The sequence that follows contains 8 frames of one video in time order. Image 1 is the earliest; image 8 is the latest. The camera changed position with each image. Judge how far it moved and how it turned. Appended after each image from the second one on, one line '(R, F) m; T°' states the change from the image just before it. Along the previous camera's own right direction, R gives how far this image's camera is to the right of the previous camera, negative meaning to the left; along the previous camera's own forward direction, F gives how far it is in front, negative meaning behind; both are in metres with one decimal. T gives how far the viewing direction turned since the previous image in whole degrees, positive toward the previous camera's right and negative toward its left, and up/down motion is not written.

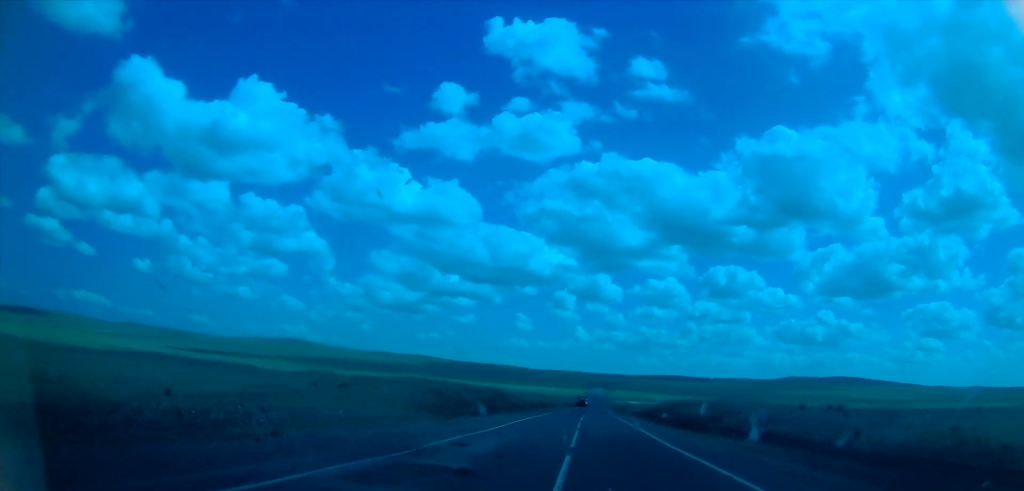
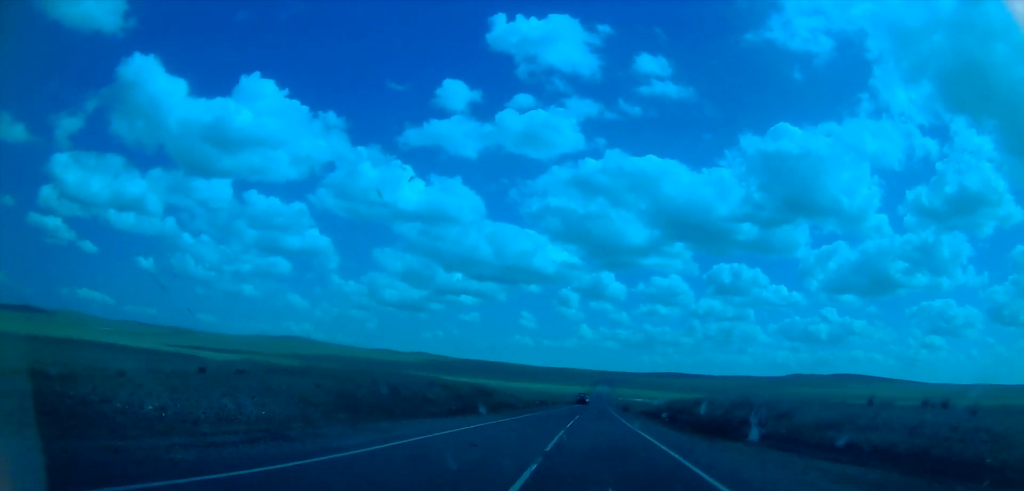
(+0.5, +13.2) m; -1°
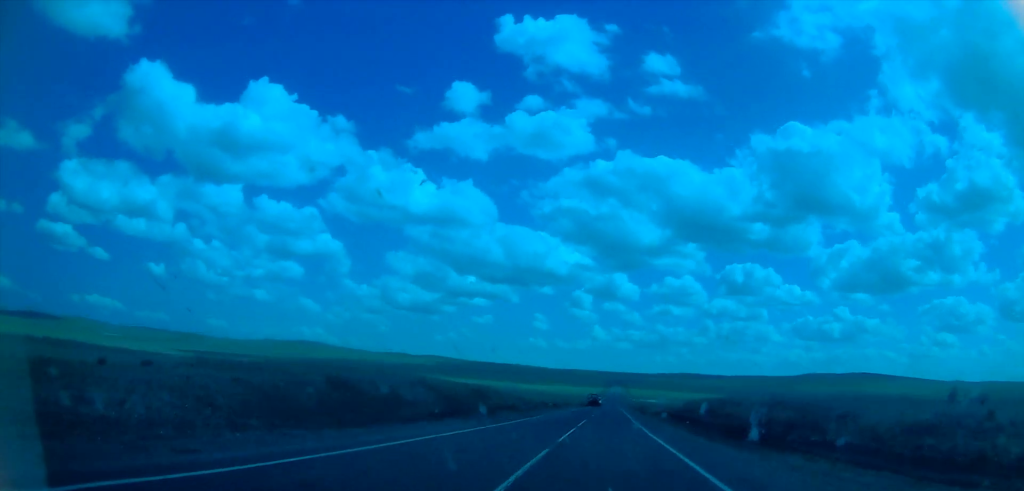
(-0.4, +8.3) m; -2°
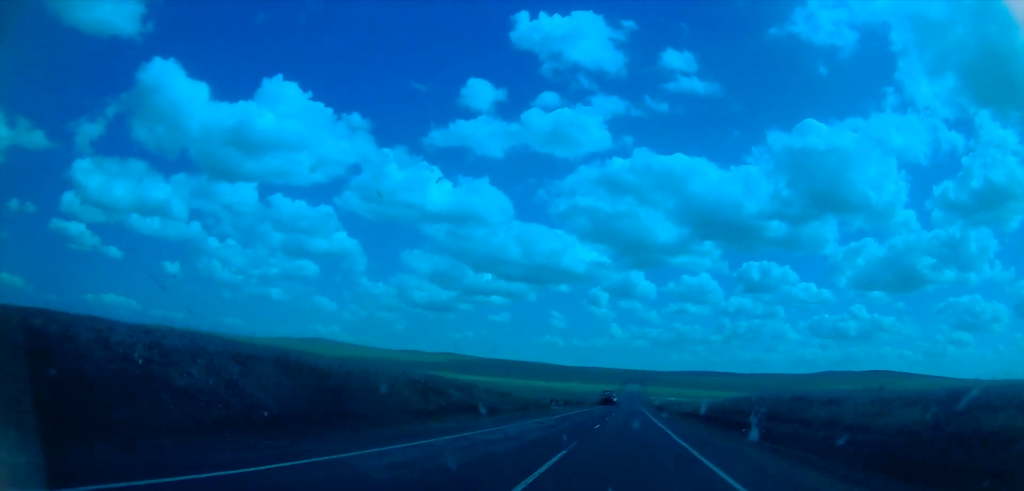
(-0.6, +23.0) m; 0°
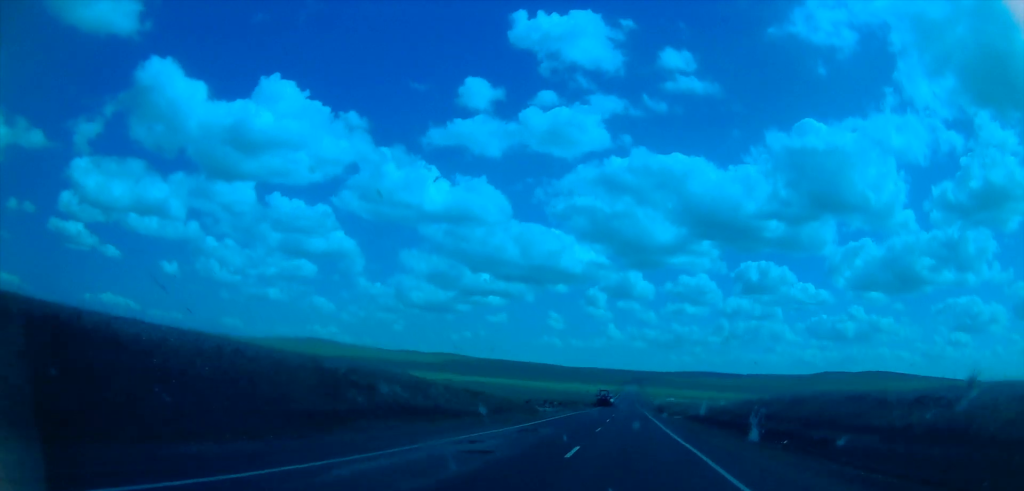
(+0.4, +12.7) m; -1°
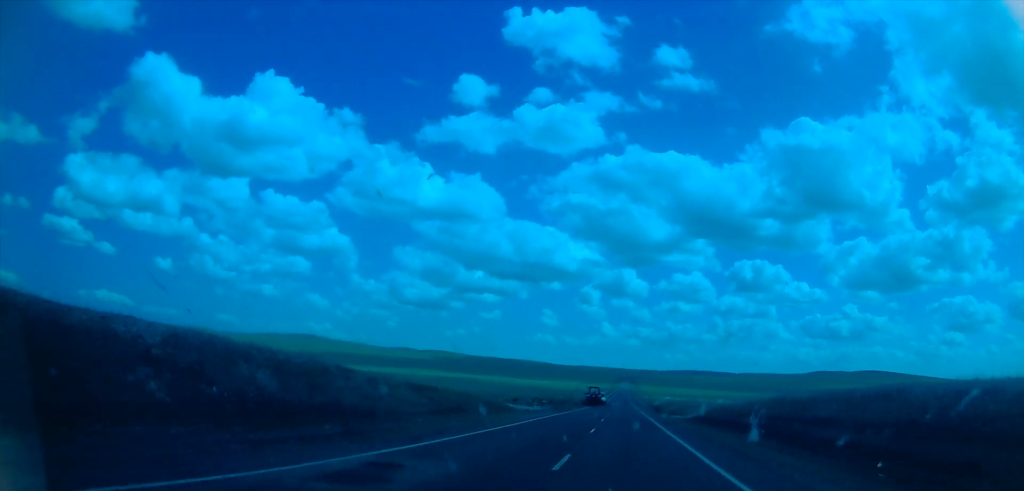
(0.0, +13.7) m; -1°
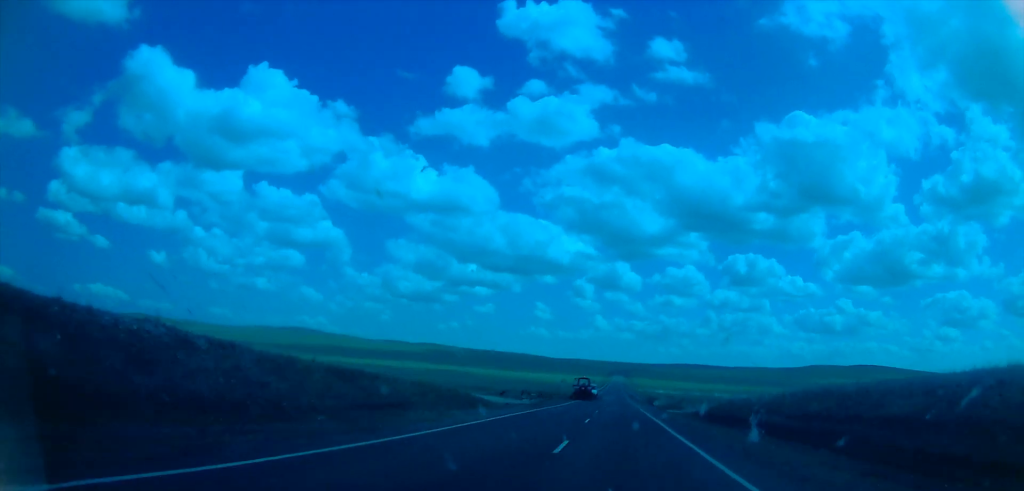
(-0.8, +10.5) m; 0°
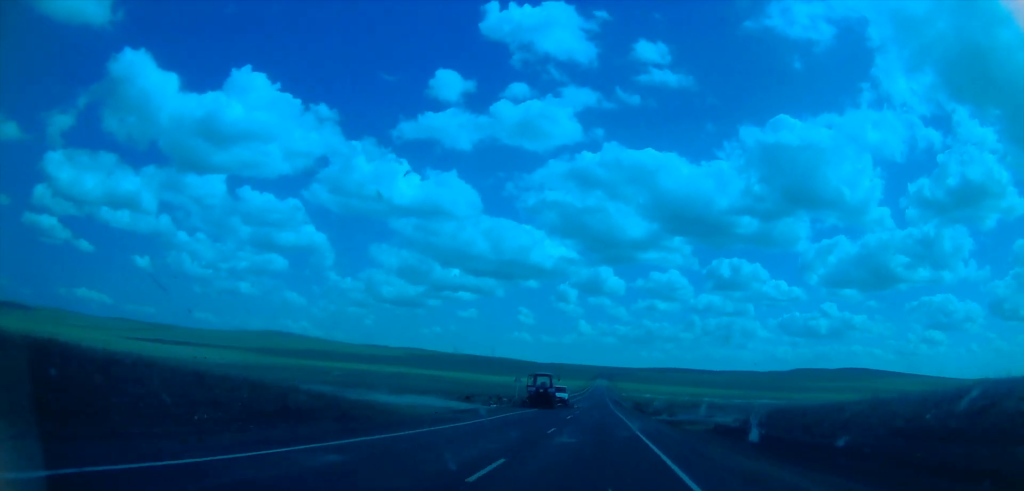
(+1.3, +28.5) m; +4°
